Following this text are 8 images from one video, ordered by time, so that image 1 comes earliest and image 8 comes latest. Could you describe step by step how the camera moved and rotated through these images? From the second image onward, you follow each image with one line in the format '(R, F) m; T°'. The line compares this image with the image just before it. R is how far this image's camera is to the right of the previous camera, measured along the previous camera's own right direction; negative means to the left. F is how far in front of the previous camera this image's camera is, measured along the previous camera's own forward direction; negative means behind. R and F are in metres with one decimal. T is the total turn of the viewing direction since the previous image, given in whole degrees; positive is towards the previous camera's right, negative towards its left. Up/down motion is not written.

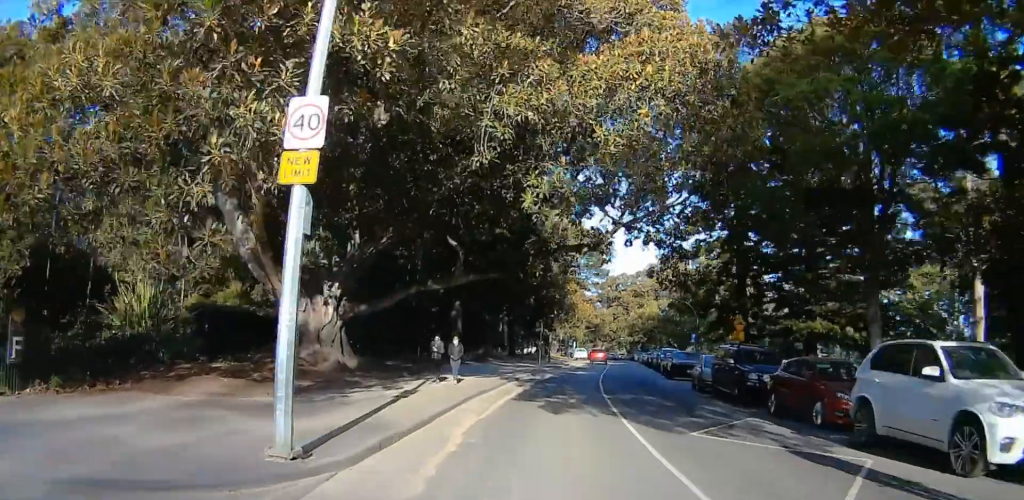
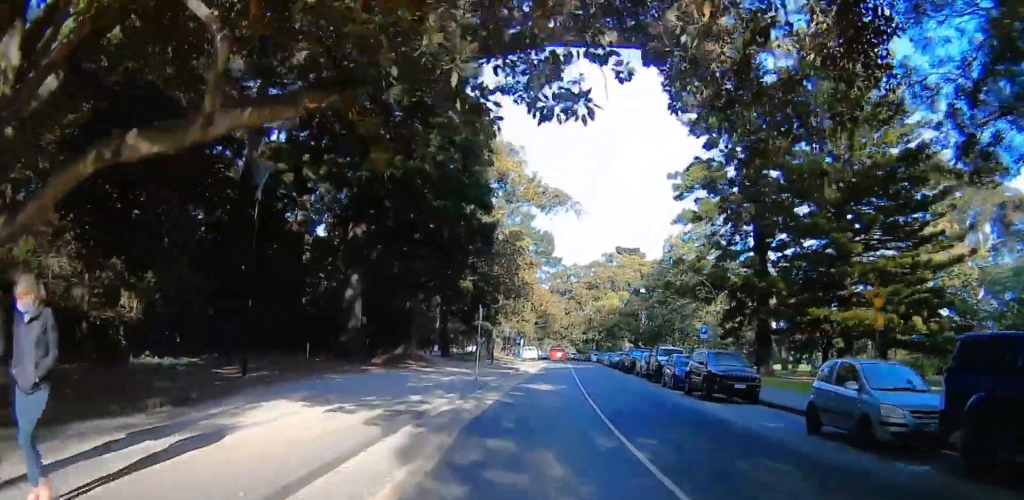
(+0.5, +14.3) m; +7°
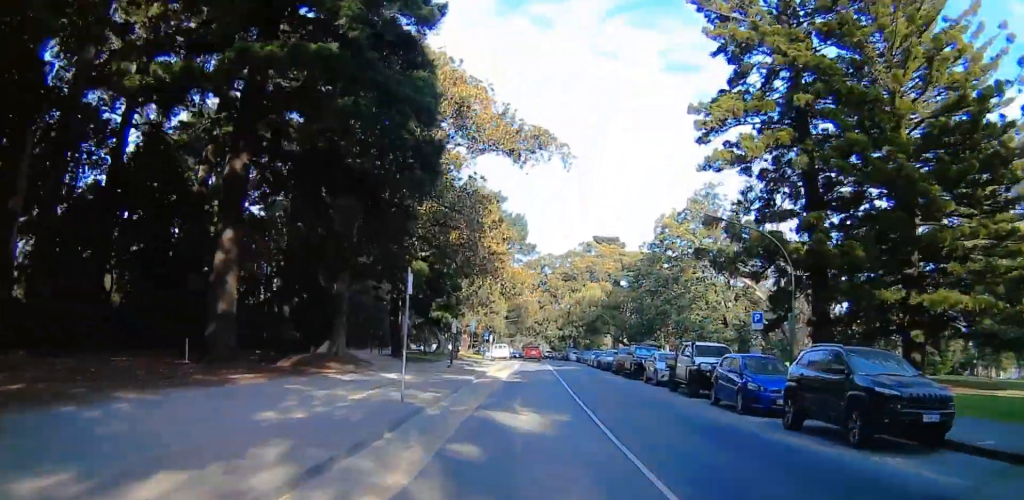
(+0.5, +9.8) m; +3°
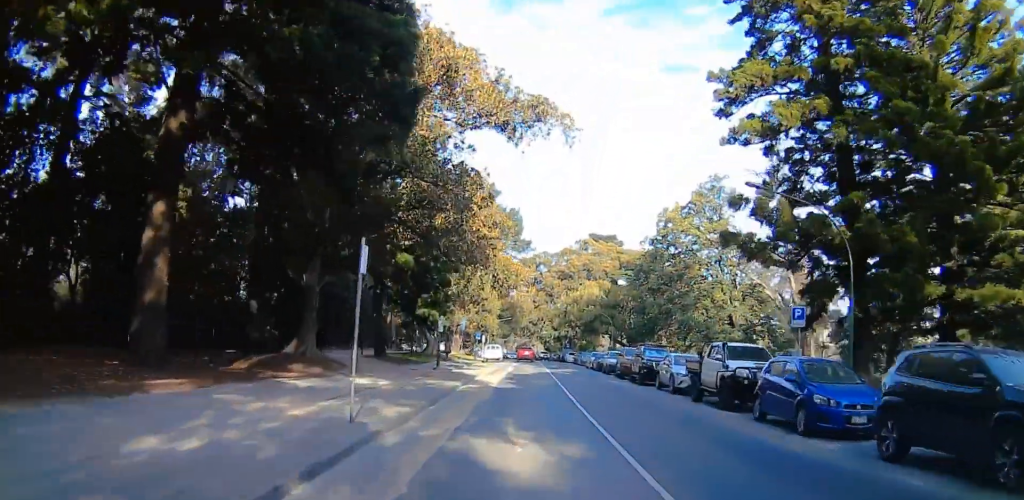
(0.0, +3.4) m; 0°
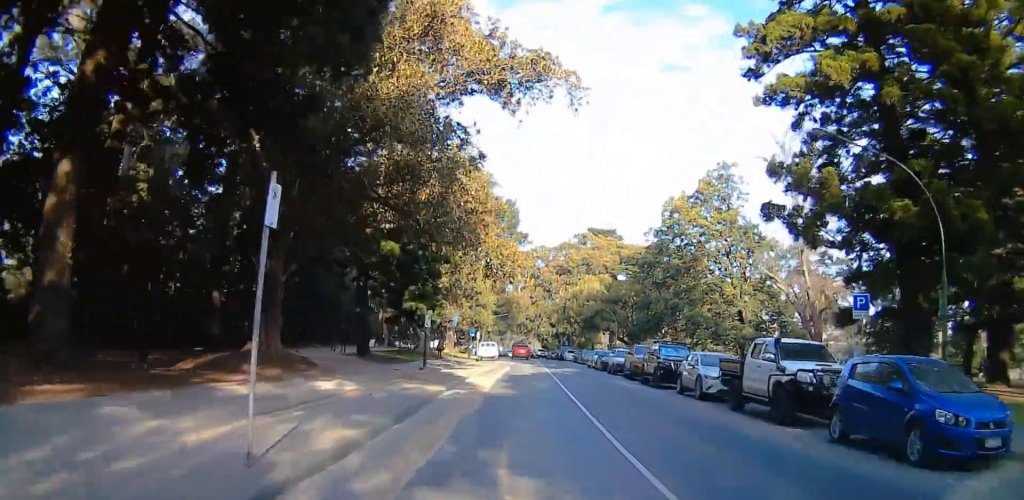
(0.0, +3.5) m; 0°
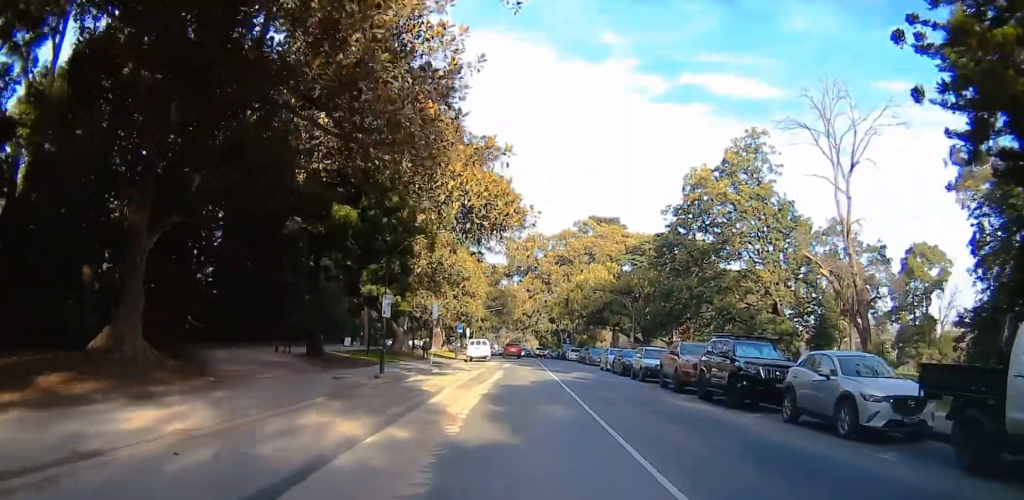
(0.0, +8.1) m; 0°
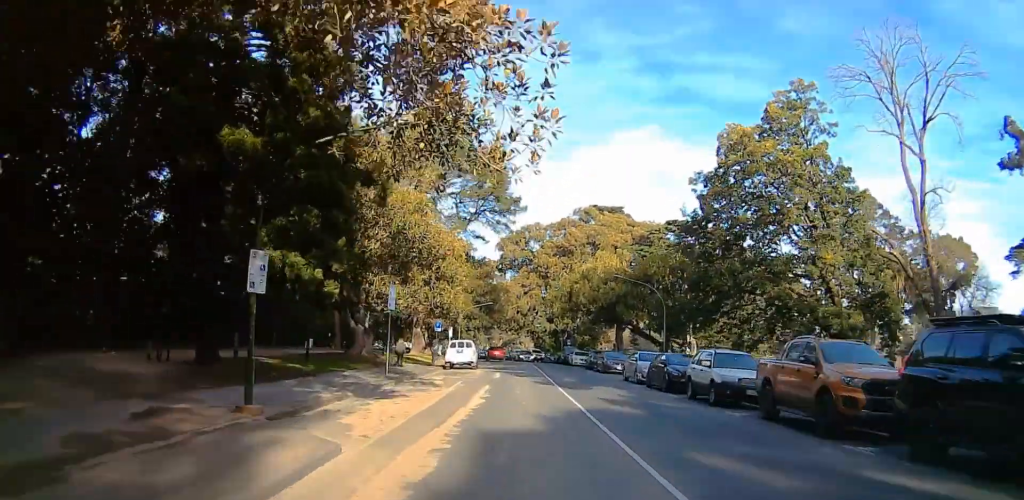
(0.0, +10.3) m; 0°
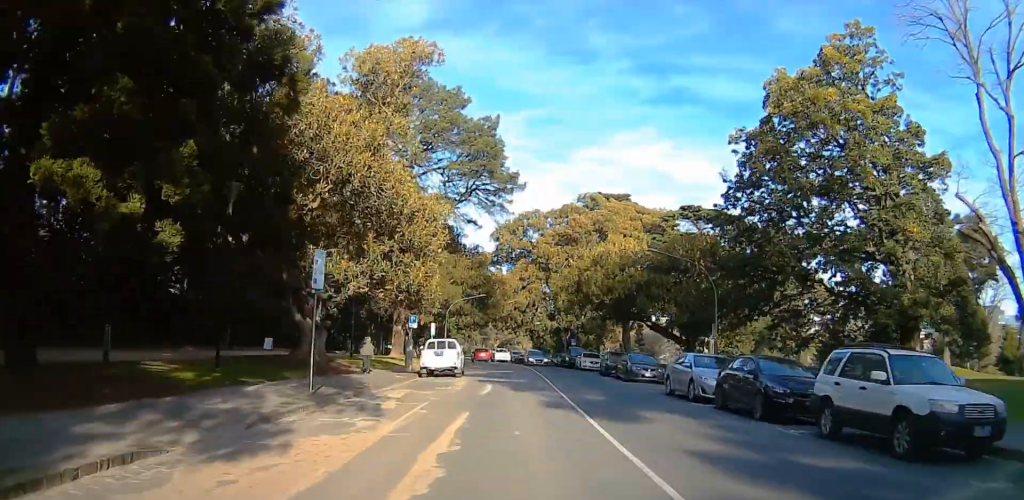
(0.0, +8.9) m; 0°
